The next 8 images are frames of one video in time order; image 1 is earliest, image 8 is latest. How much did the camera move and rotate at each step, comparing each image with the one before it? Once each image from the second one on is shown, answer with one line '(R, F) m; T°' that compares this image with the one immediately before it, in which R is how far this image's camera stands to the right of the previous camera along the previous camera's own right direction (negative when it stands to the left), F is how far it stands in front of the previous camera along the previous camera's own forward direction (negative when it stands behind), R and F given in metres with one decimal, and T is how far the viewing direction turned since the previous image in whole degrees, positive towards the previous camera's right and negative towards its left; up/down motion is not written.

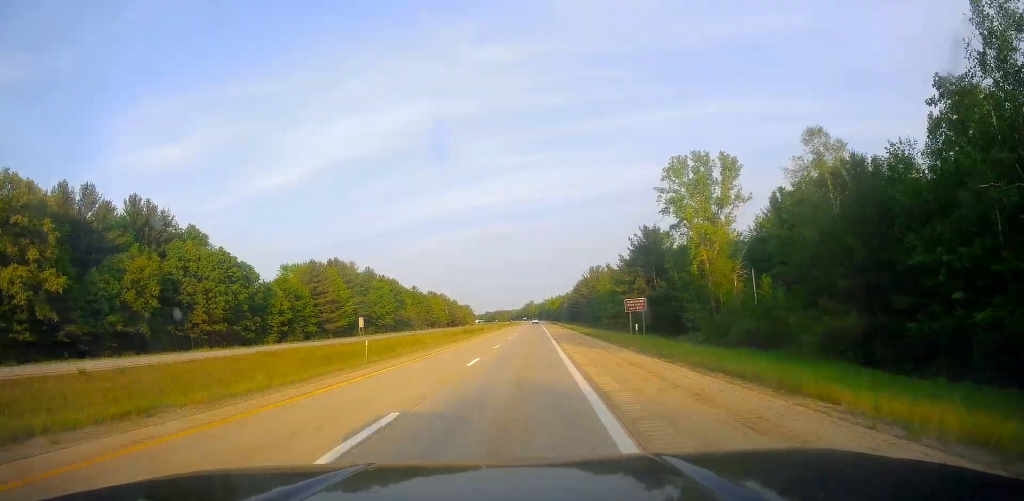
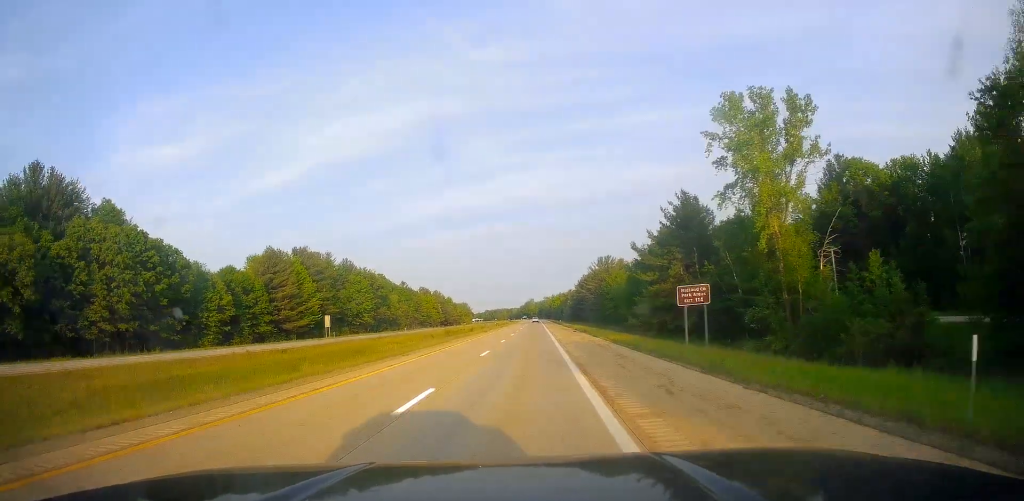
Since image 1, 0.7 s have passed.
(-0.2, +25.2) m; 0°
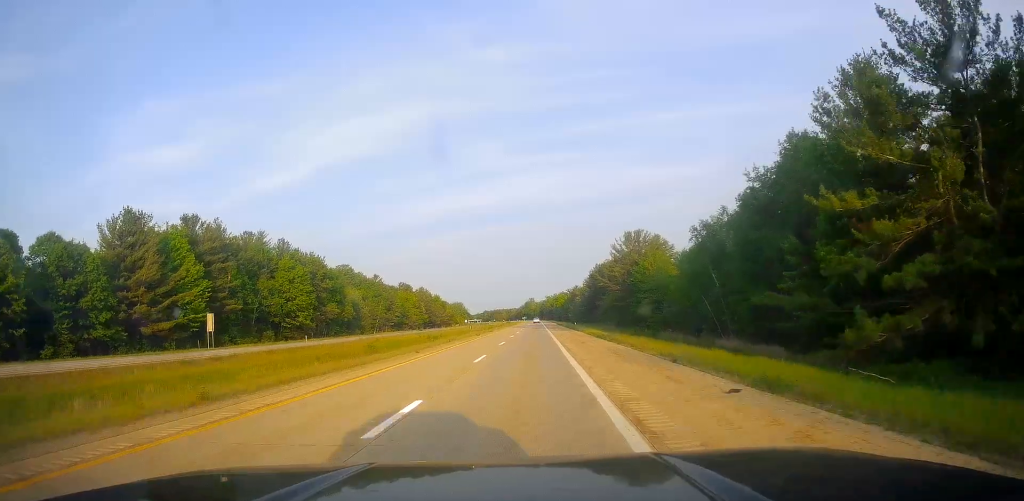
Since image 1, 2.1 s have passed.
(-0.1, +49.3) m; 0°
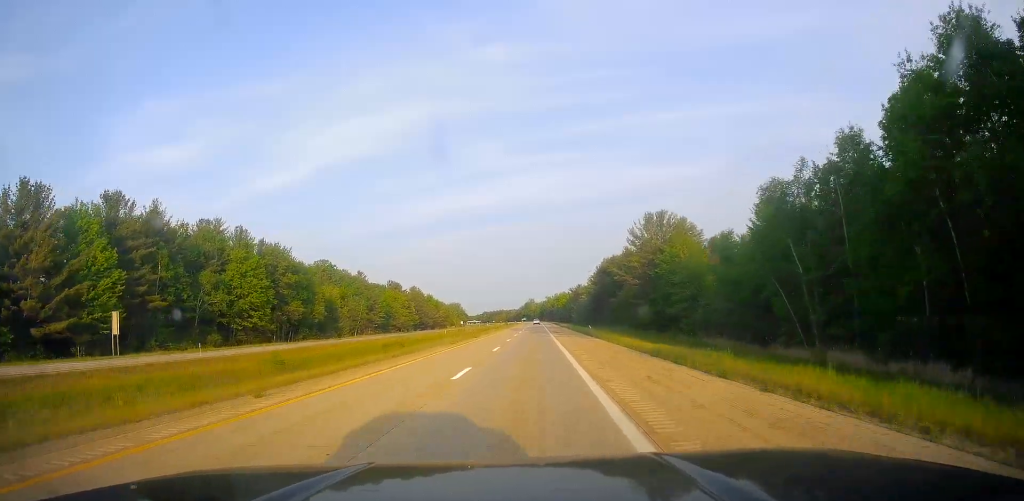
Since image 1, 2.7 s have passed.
(-0.2, +21.6) m; 0°
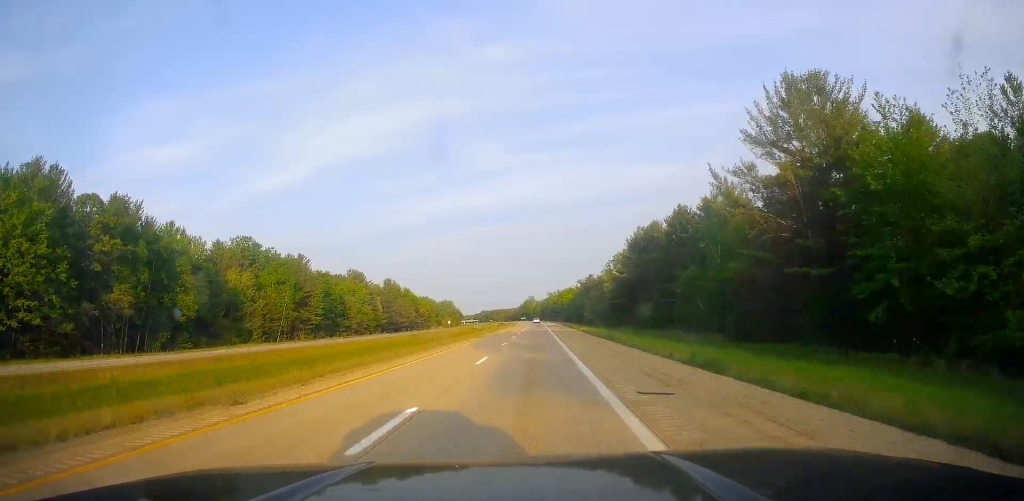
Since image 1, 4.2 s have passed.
(+0.4, +55.1) m; 0°
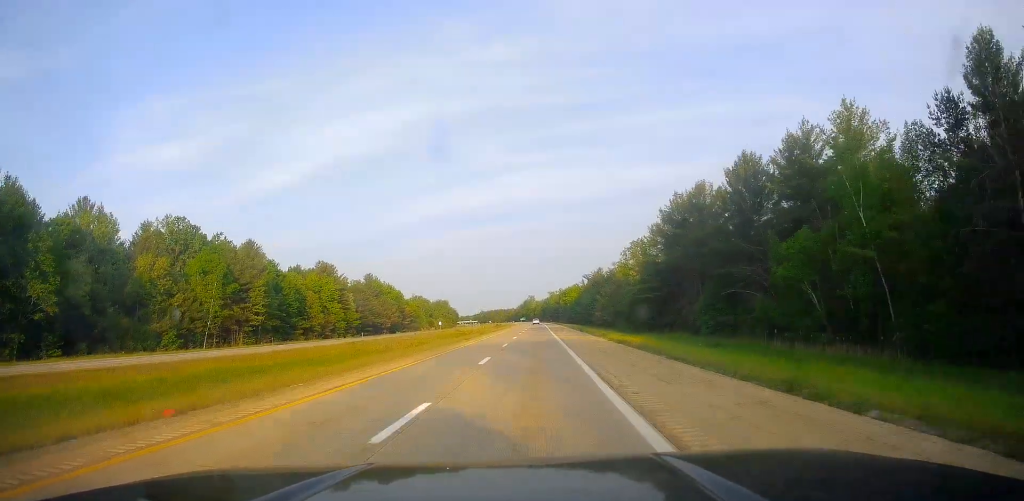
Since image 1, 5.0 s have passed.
(-0.4, +29.9) m; 0°
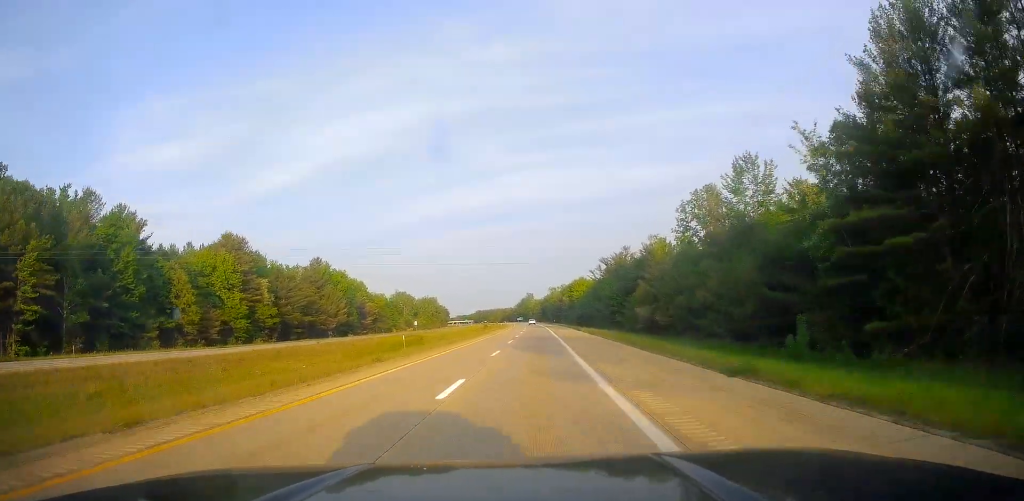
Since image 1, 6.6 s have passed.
(+0.3, +55.2) m; 0°
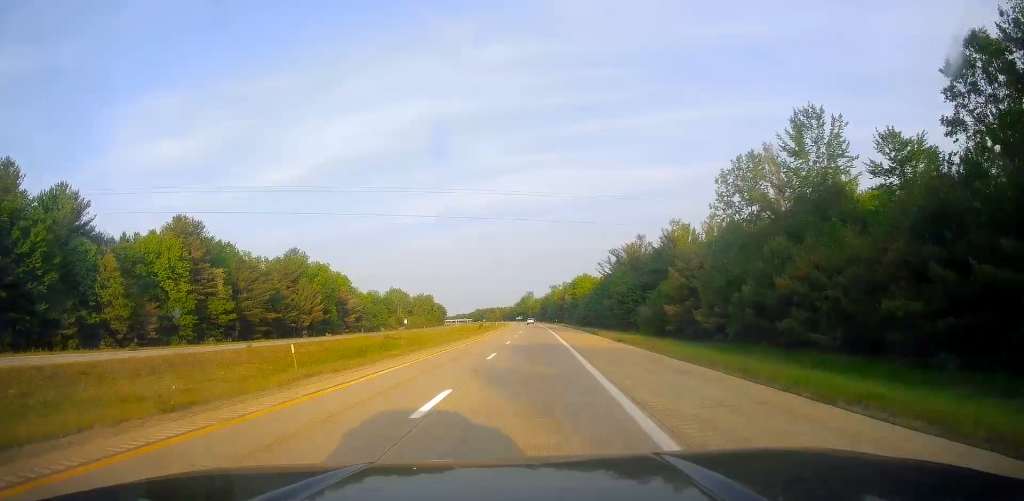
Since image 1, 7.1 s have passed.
(0.0, +18.0) m; 0°
